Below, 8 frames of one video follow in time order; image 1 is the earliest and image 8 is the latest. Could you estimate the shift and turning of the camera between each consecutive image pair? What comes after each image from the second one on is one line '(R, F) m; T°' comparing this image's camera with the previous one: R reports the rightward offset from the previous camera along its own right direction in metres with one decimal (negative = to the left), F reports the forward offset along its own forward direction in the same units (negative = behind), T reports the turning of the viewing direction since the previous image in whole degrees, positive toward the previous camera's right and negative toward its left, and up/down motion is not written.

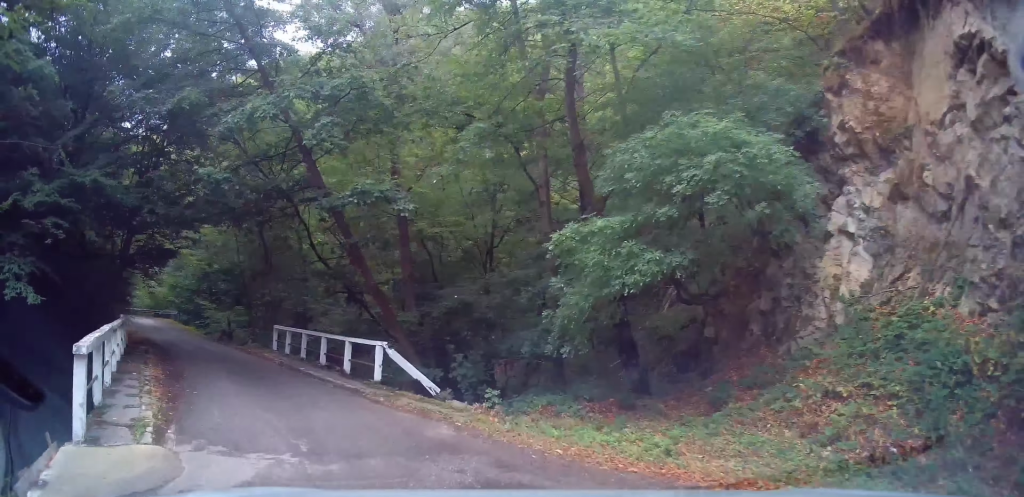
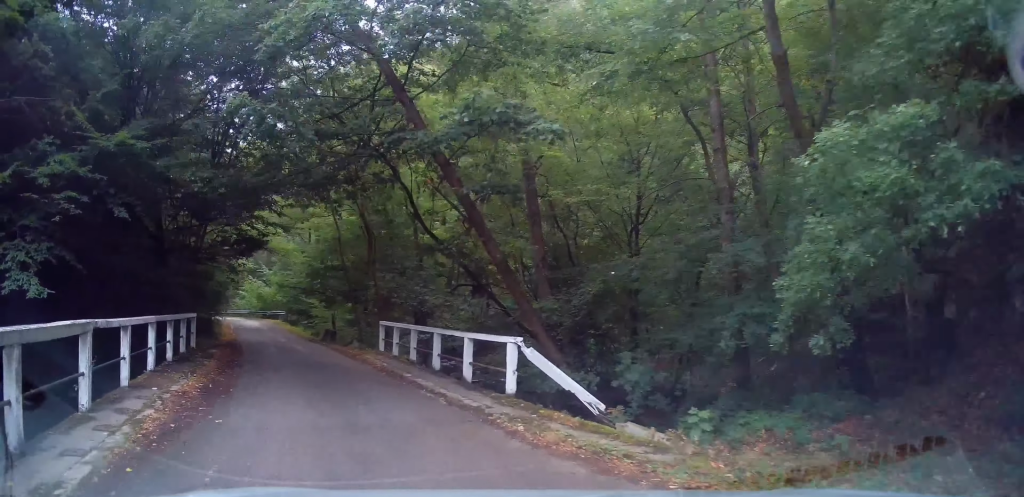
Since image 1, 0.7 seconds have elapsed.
(-0.3, +4.1) m; -11°
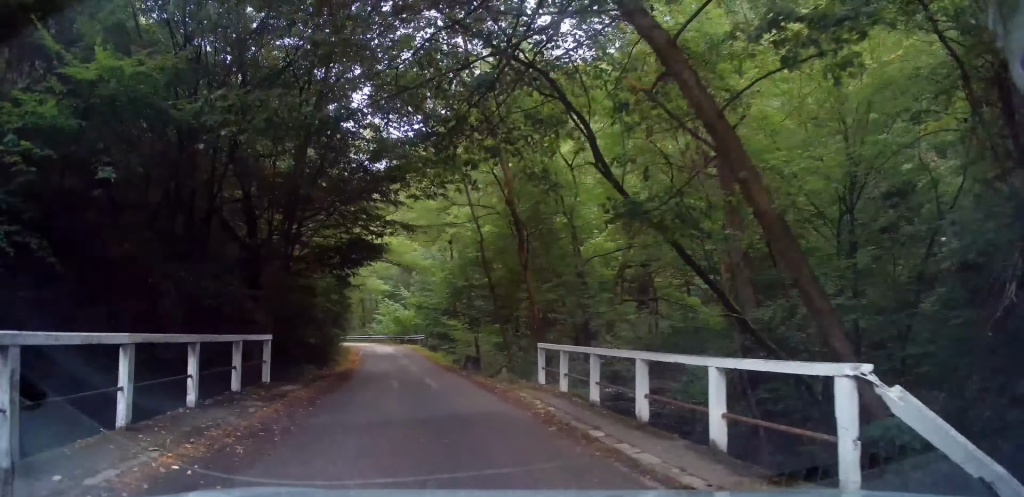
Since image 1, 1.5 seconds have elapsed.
(-0.8, +5.0) m; -13°
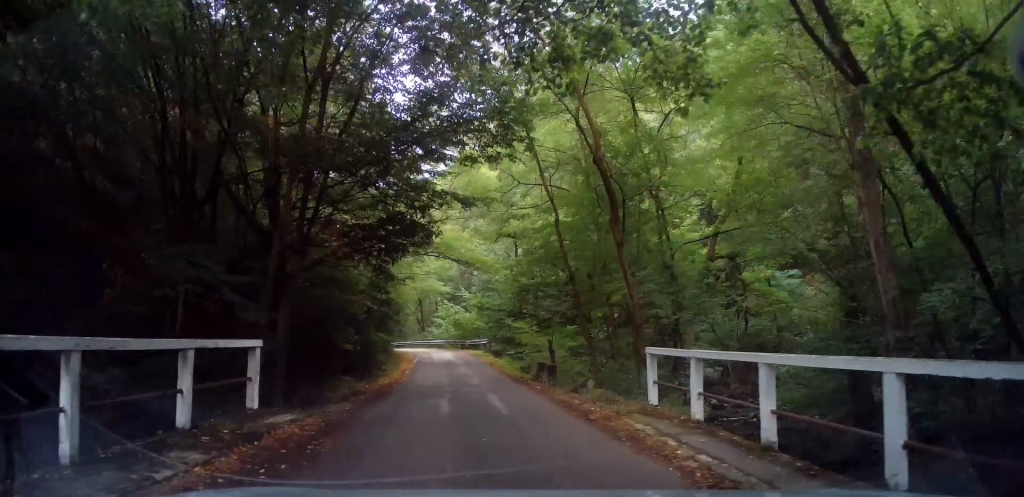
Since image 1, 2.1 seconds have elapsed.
(-0.2, +3.7) m; -5°
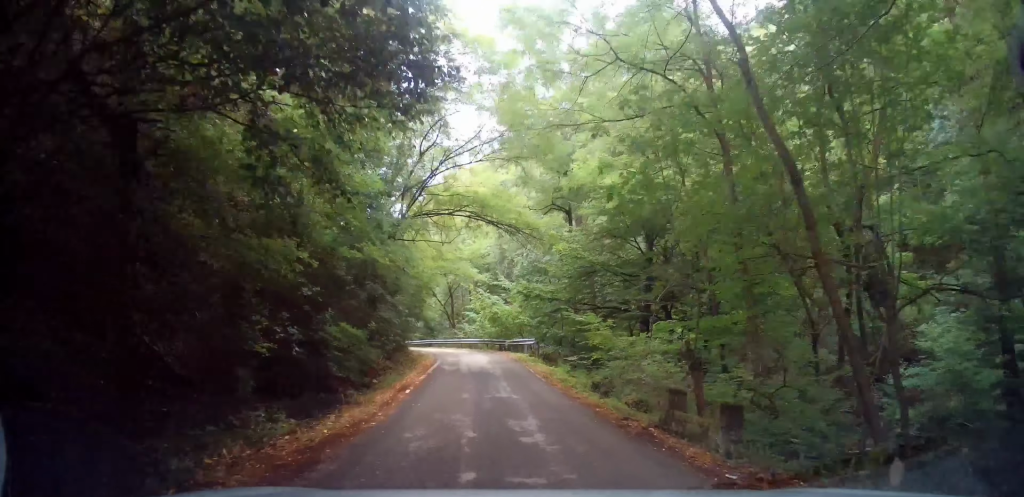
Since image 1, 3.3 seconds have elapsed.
(-0.8, +8.7) m; -8°
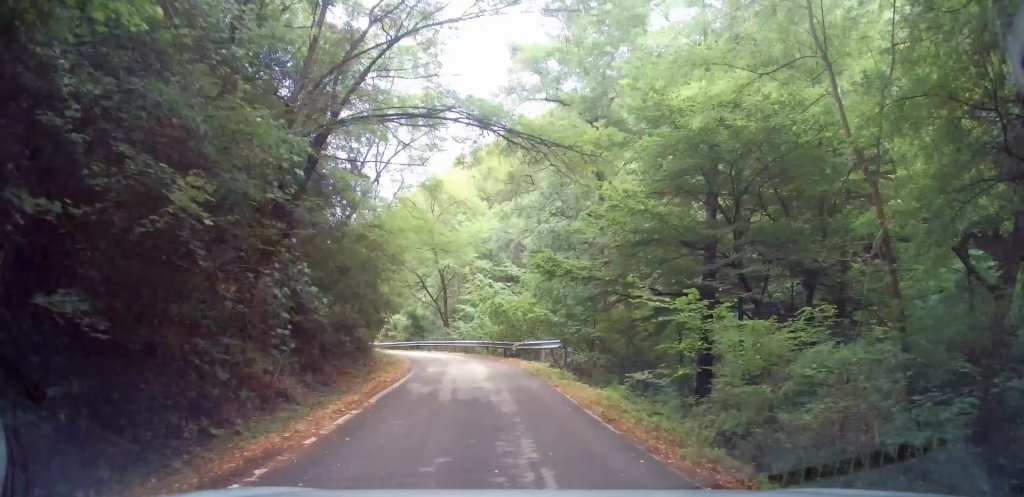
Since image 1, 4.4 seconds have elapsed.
(-0.2, +8.9) m; -5°
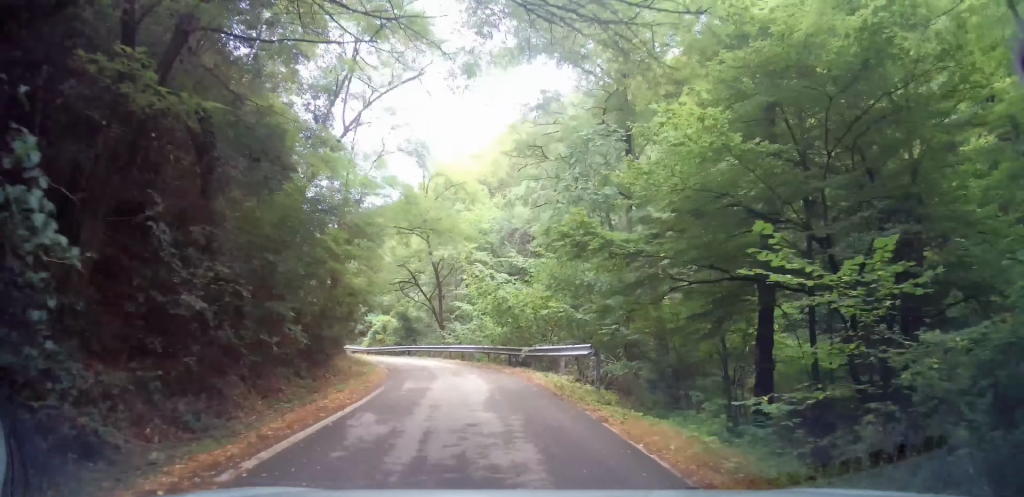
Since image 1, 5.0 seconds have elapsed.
(-0.3, +5.0) m; -2°
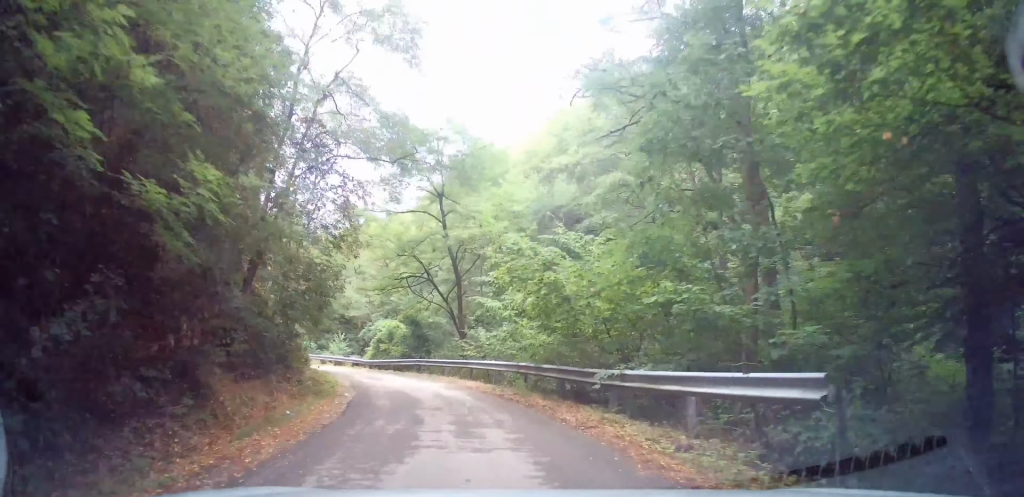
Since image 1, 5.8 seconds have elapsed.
(-0.2, +7.9) m; -3°
